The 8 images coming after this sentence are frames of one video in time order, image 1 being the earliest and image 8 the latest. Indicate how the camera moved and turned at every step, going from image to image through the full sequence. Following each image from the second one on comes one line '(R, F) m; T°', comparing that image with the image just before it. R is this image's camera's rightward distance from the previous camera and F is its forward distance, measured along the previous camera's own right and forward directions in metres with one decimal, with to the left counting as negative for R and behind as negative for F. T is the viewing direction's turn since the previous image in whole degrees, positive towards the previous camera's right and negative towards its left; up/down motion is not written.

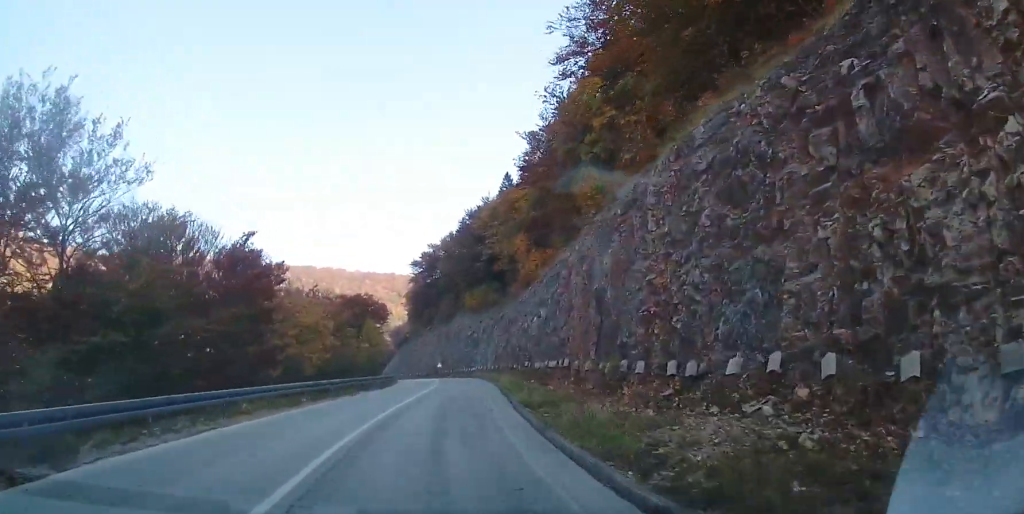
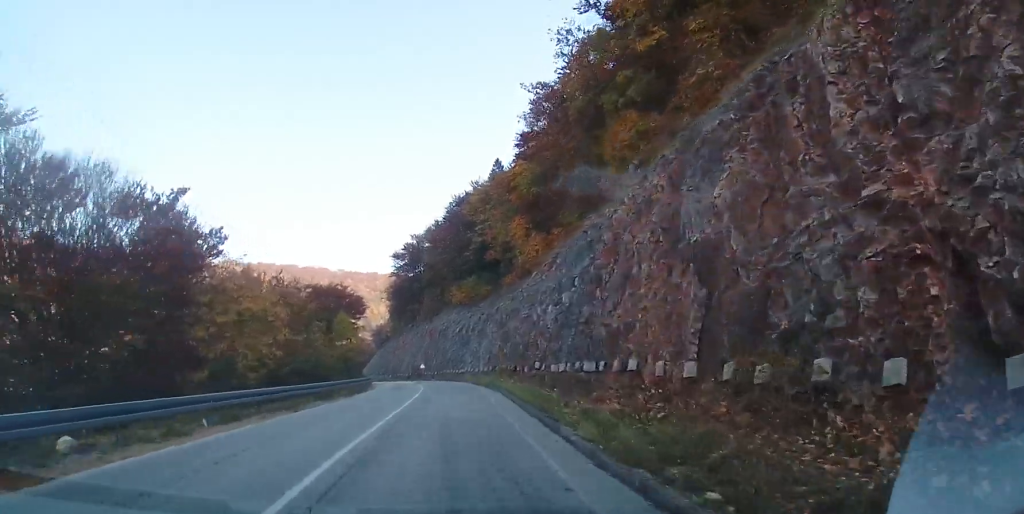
(+0.6, +9.2) m; +1°
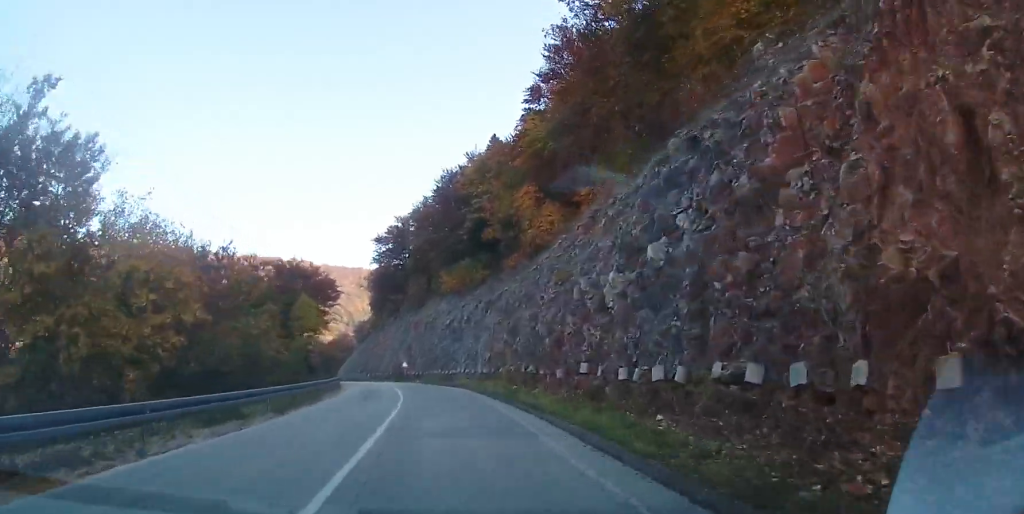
(+0.3, +11.2) m; +2°
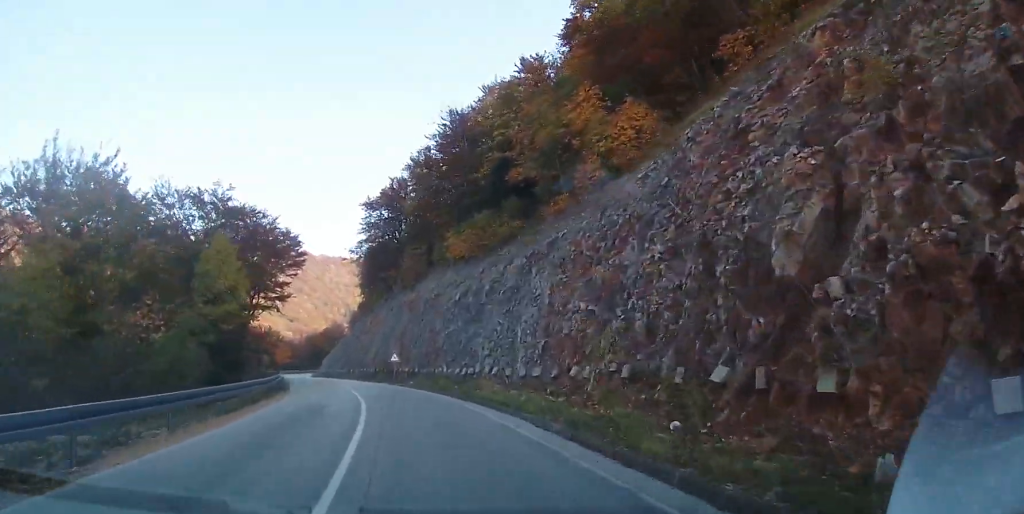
(+0.4, +17.6) m; +6°
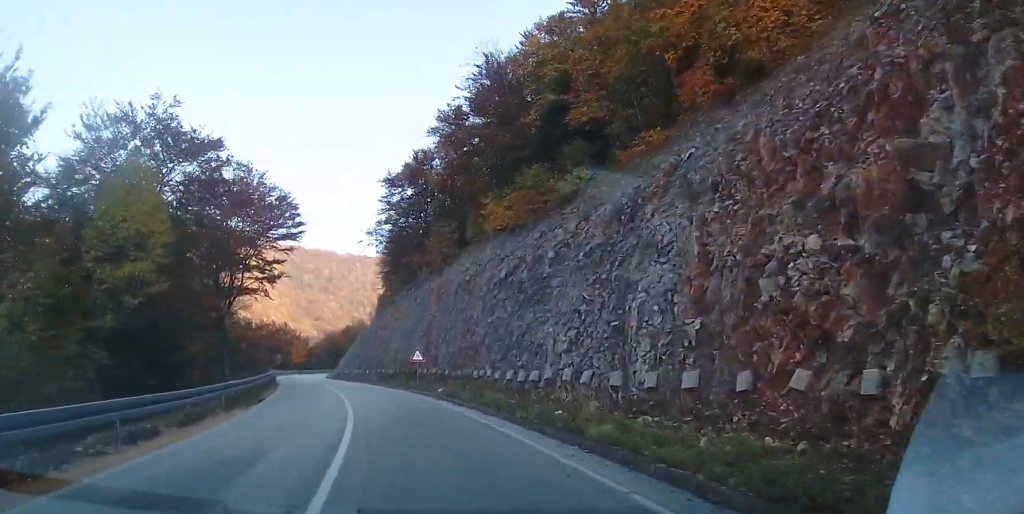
(+0.8, +10.2) m; +3°
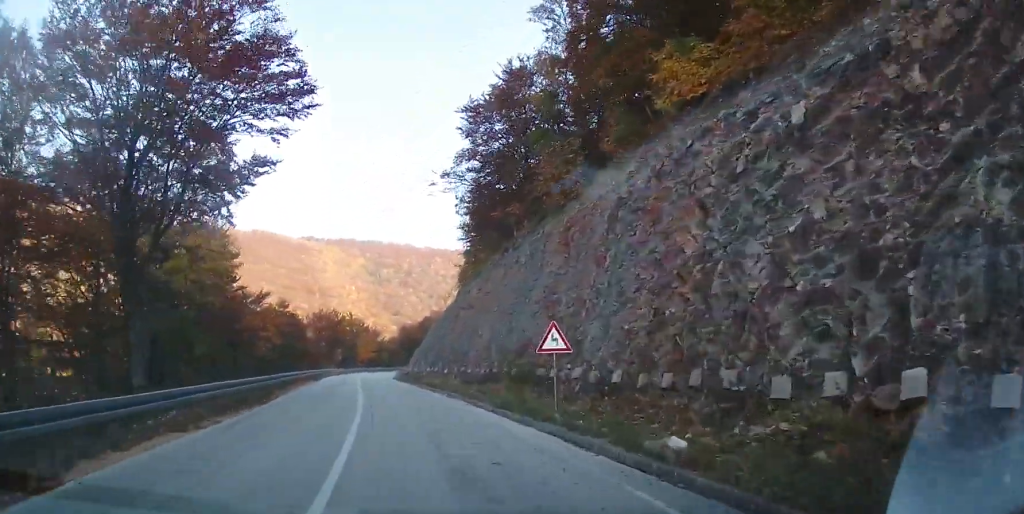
(-1.3, +18.8) m; -9°
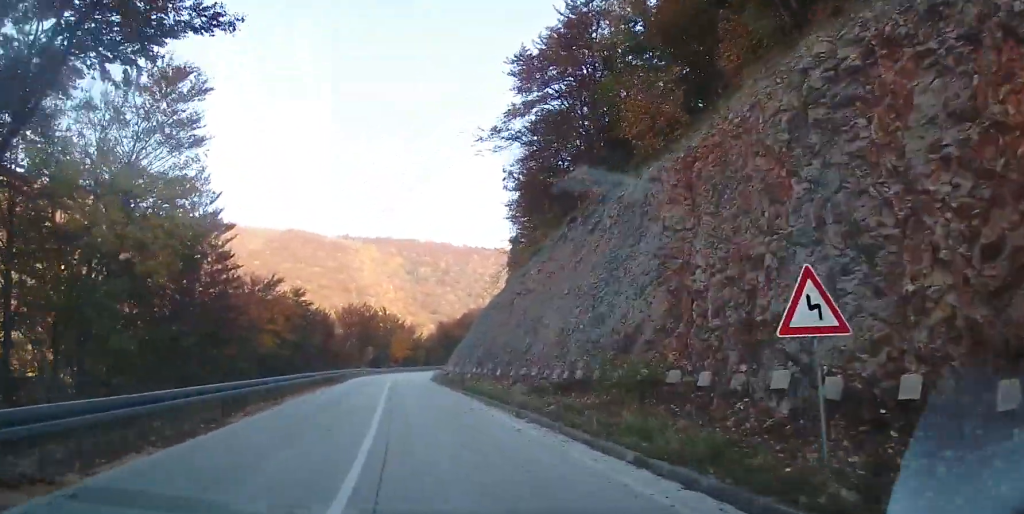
(-0.9, +9.0) m; -3°
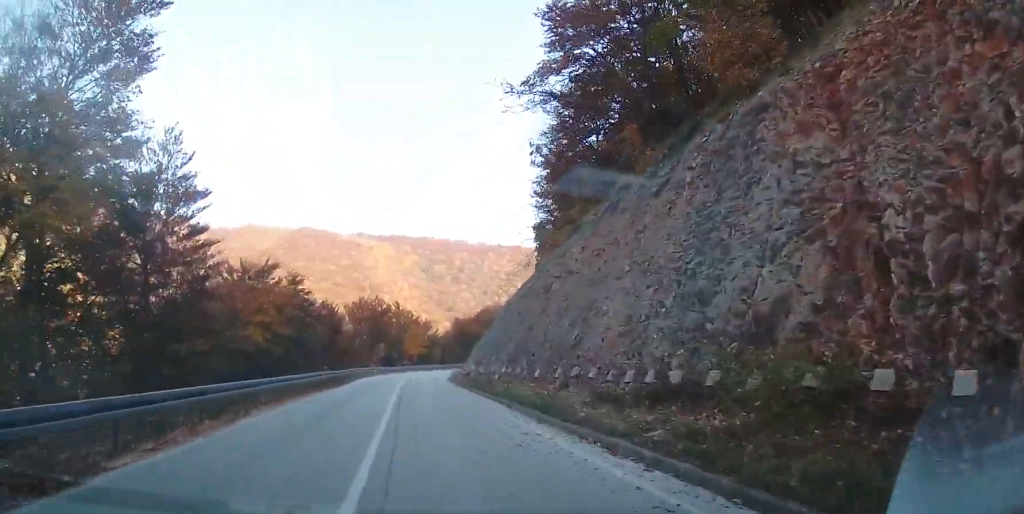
(0.0, +6.4) m; -1°
